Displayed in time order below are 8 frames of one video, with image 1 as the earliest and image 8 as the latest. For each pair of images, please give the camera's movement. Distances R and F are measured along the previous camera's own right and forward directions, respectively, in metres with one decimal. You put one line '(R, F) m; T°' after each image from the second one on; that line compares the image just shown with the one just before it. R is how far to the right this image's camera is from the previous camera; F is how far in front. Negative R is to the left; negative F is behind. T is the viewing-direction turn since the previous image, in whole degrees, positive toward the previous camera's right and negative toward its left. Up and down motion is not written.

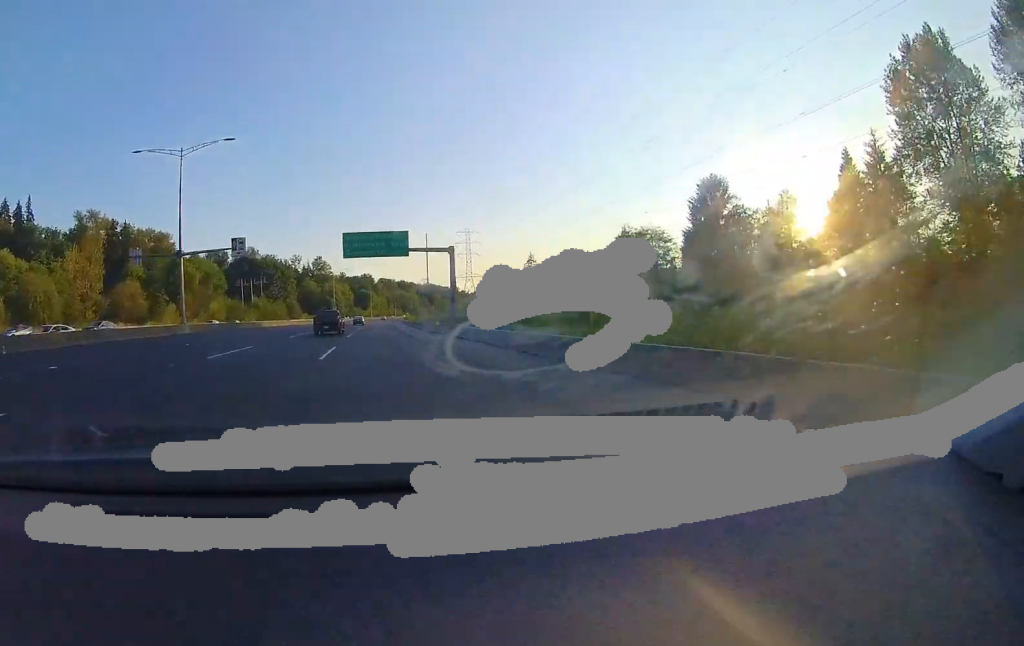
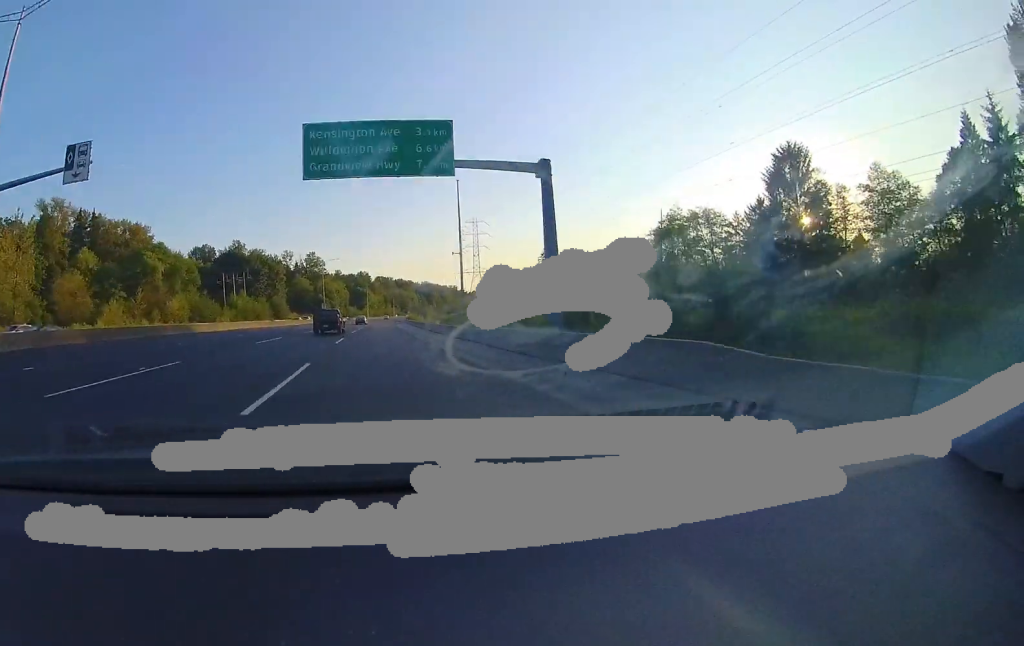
(+0.1, +19.5) m; 0°
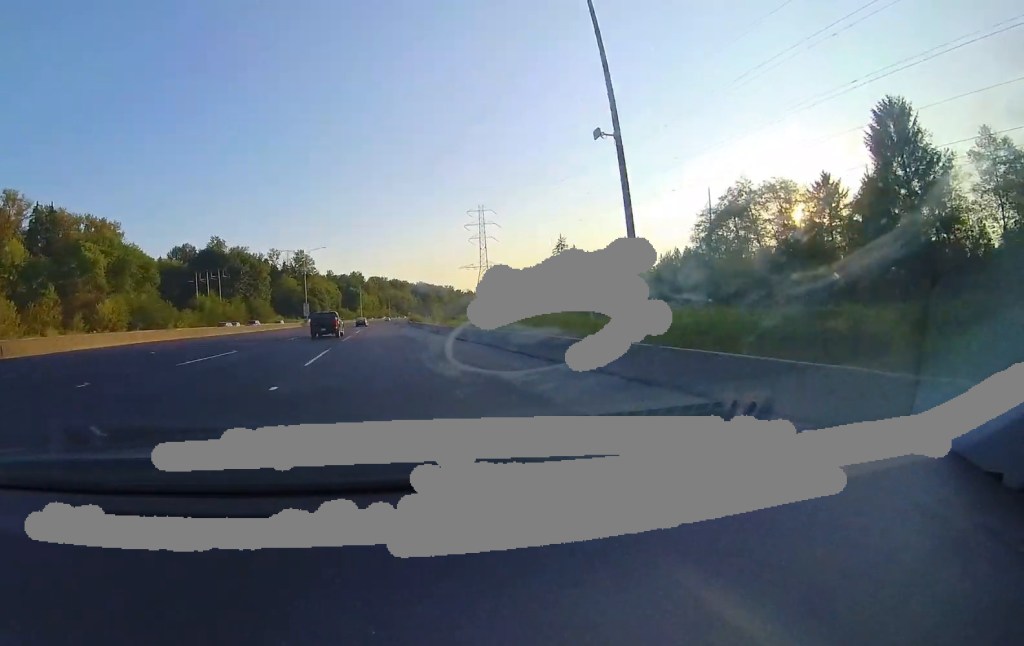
(+0.1, +20.5) m; 0°
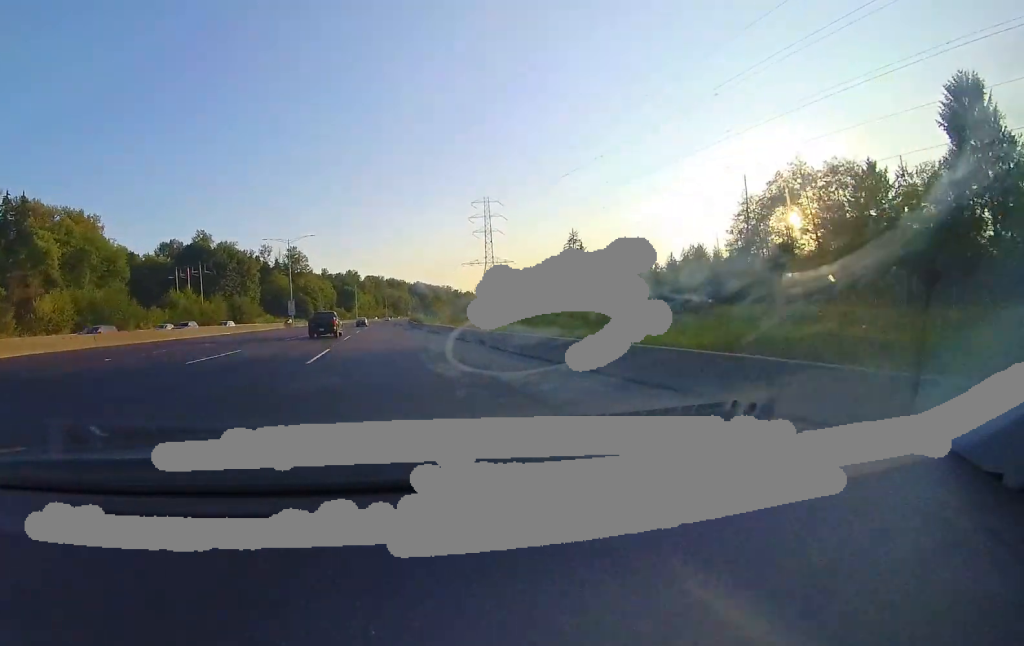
(0.0, +12.1) m; 0°
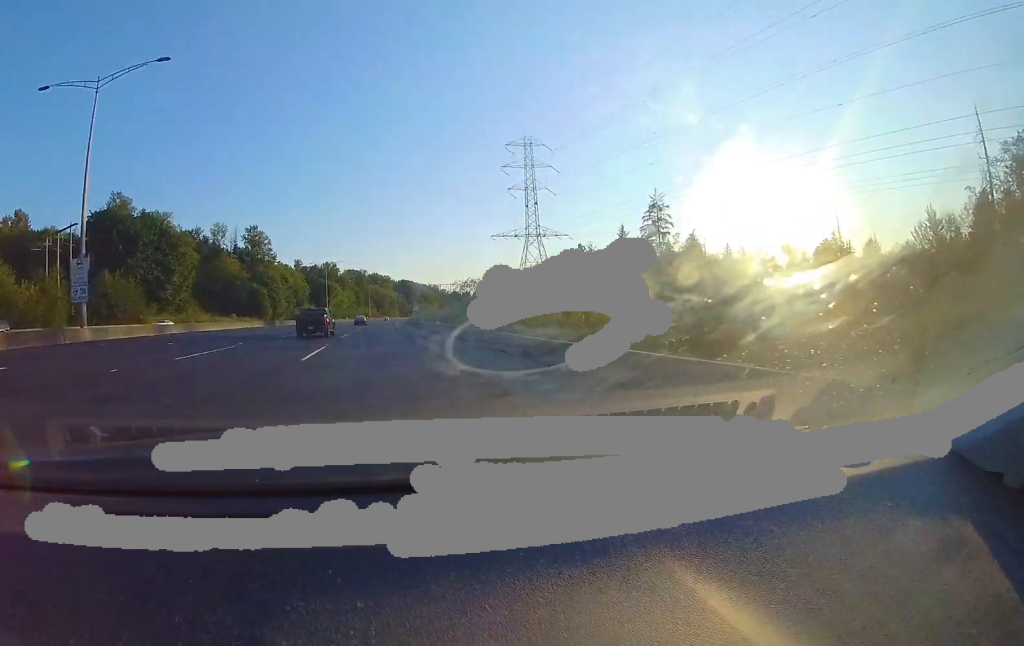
(+1.6, +51.4) m; +4°
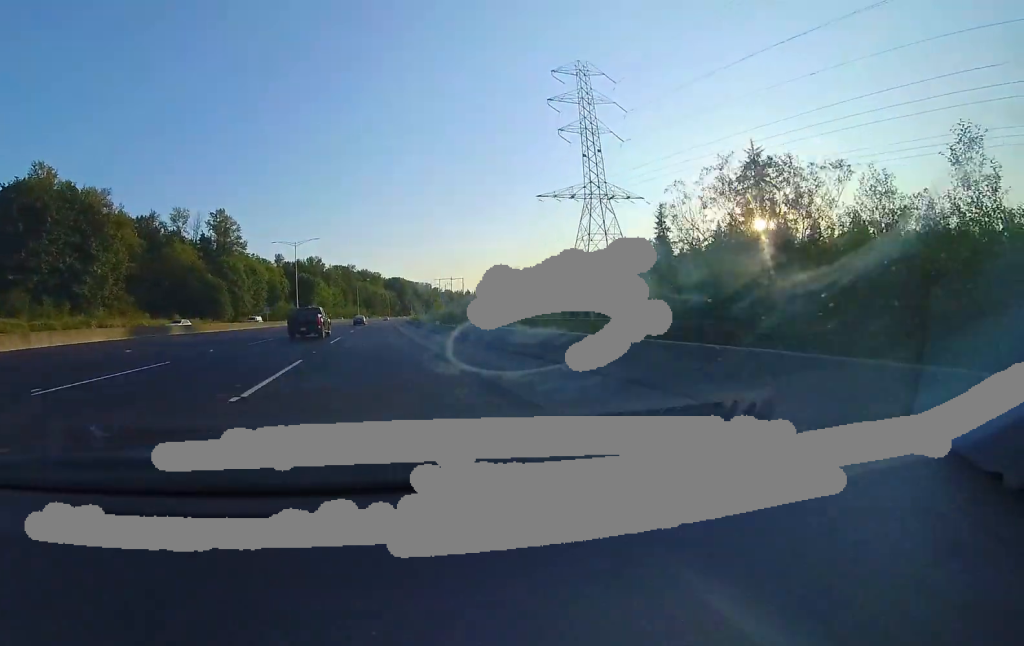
(+0.6, +31.0) m; +2°
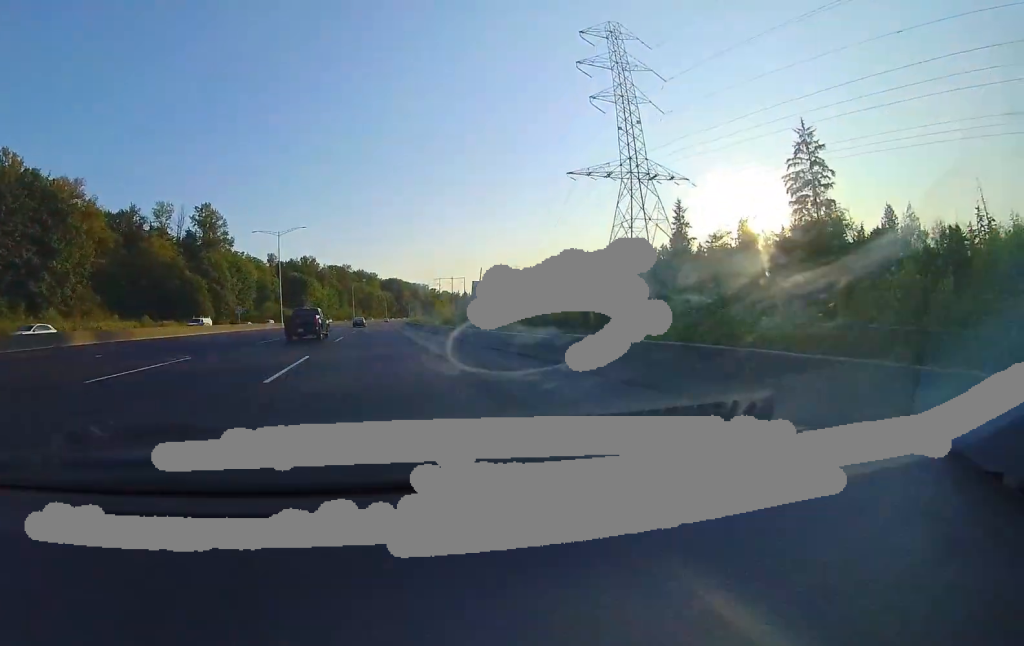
(0.0, +11.3) m; +1°
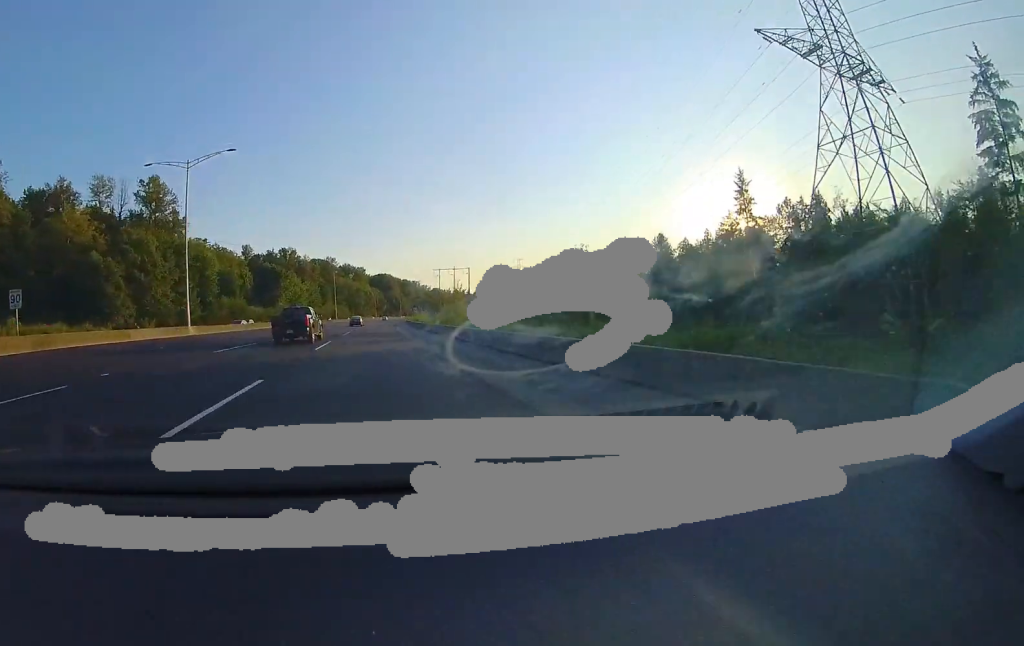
(+0.7, +31.0) m; +2°
